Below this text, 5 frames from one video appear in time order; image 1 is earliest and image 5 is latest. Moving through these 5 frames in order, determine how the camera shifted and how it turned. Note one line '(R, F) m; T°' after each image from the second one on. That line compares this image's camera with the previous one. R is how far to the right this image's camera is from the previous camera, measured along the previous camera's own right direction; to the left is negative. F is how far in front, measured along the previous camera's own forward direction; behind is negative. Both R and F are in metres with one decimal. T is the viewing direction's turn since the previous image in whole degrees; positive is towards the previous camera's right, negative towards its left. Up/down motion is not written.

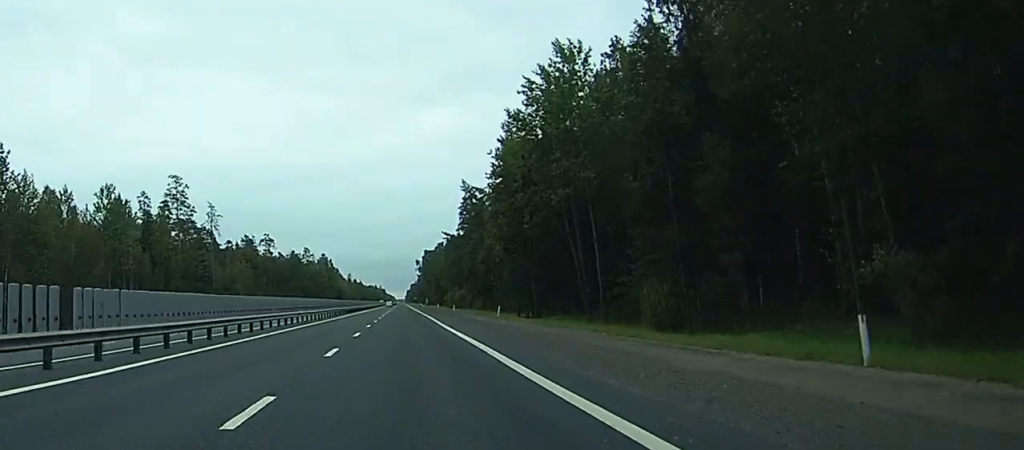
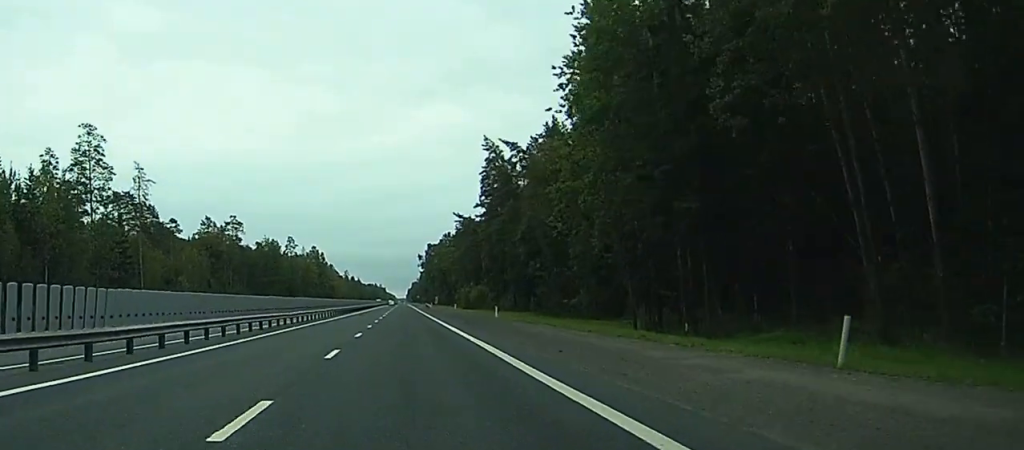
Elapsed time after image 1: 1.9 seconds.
(+0.5, +48.2) m; +1°
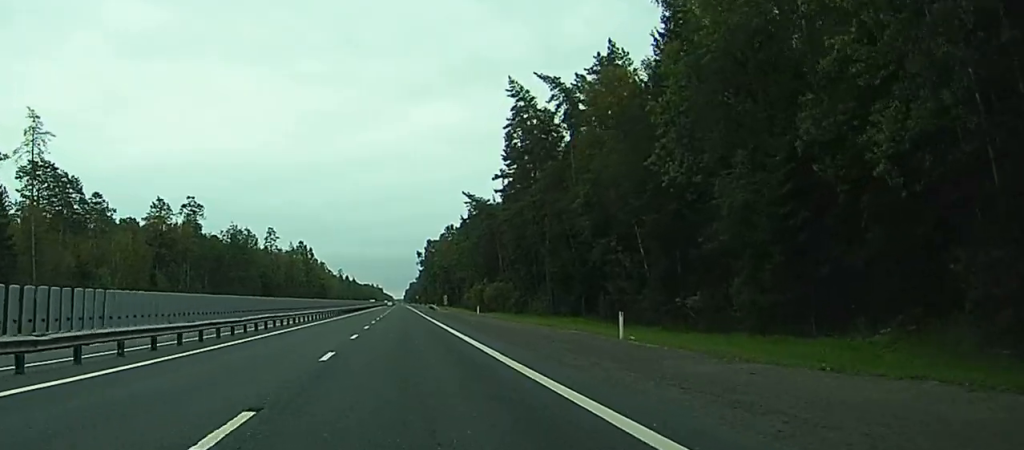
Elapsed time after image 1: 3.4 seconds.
(0.0, +36.1) m; 0°
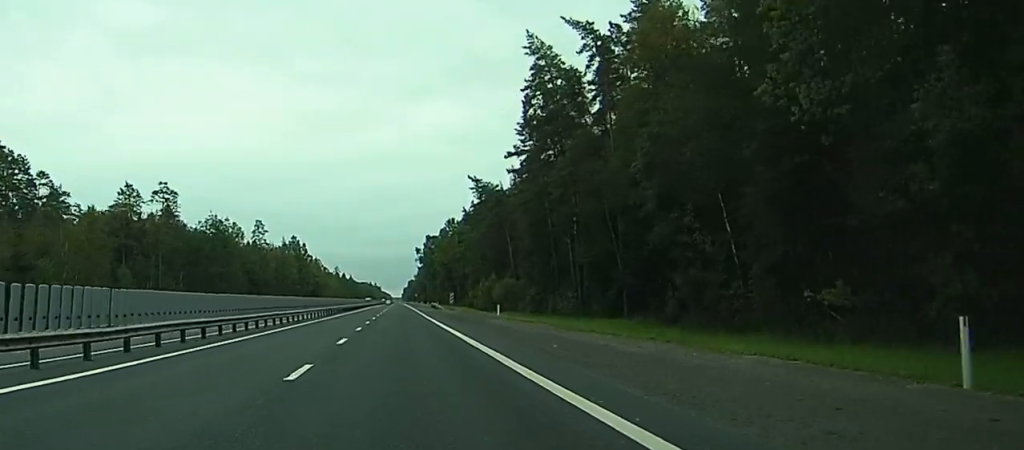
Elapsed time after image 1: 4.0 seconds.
(0.0, +17.0) m; 0°
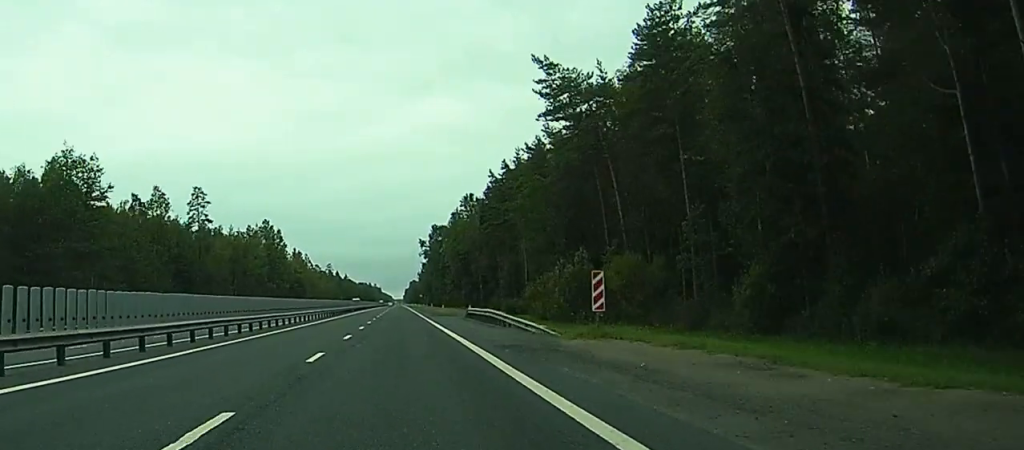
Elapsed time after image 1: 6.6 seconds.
(+0.1, +67.0) m; 0°
